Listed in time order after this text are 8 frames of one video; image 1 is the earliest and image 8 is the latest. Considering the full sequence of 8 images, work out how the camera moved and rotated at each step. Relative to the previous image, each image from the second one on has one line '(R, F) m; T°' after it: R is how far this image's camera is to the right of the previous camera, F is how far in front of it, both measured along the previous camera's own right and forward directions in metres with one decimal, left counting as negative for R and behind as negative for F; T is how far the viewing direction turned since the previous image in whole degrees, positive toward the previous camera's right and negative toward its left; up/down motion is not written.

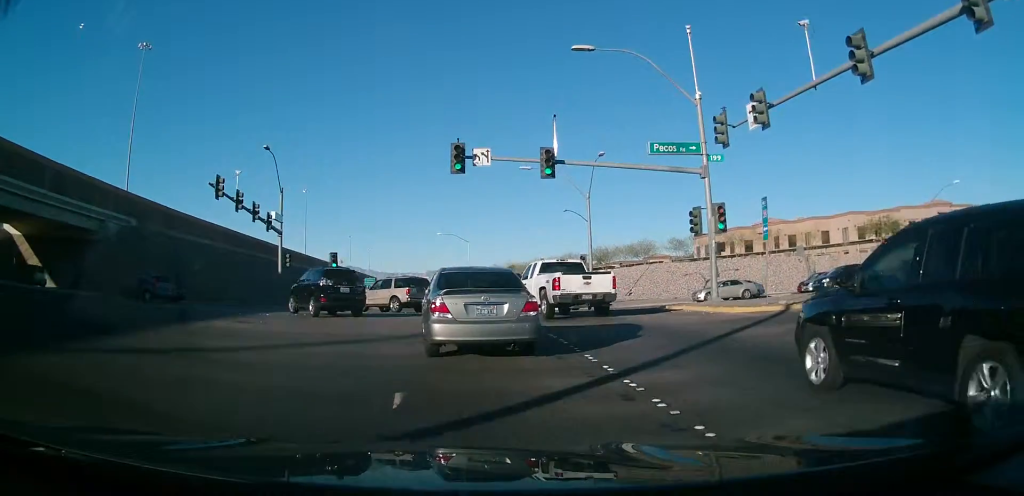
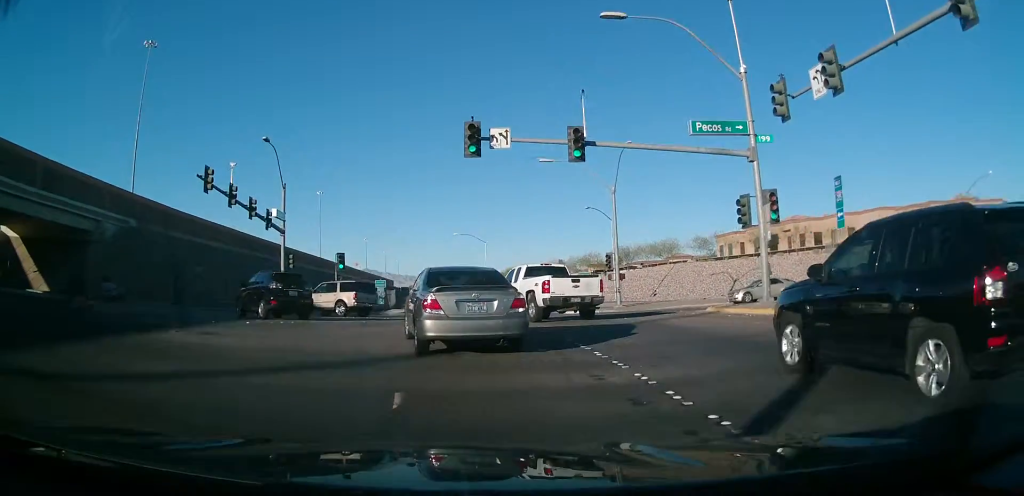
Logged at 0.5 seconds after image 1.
(0.0, +3.6) m; -1°
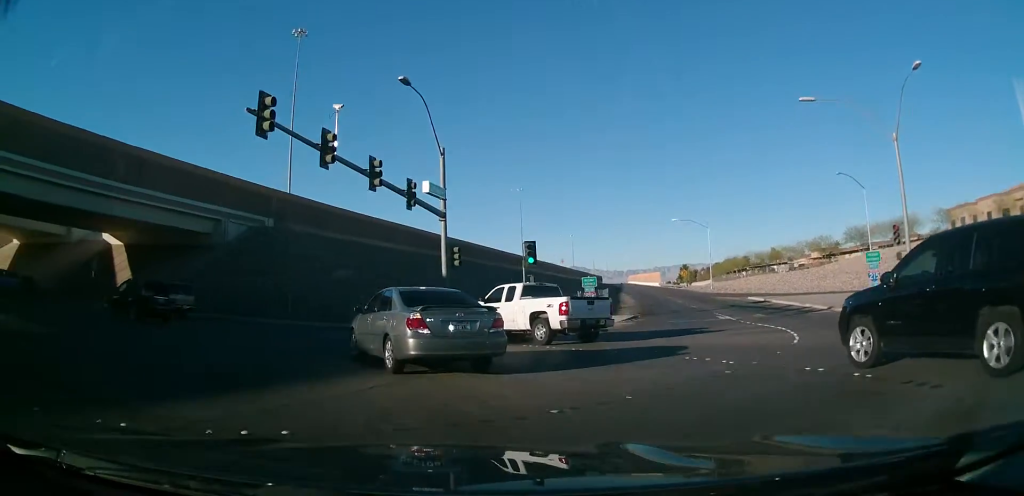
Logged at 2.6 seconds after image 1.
(-1.2, +14.0) m; -14°
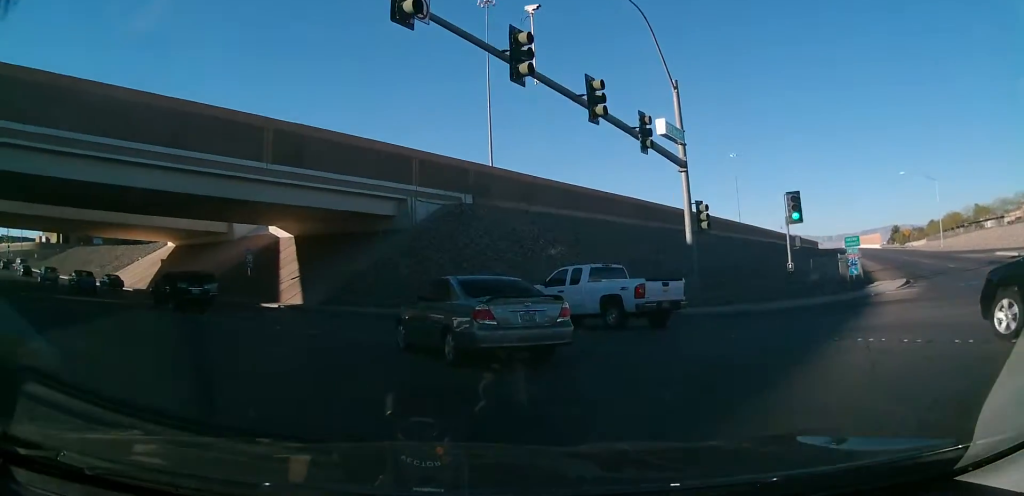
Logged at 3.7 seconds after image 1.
(-0.9, +7.3) m; -18°
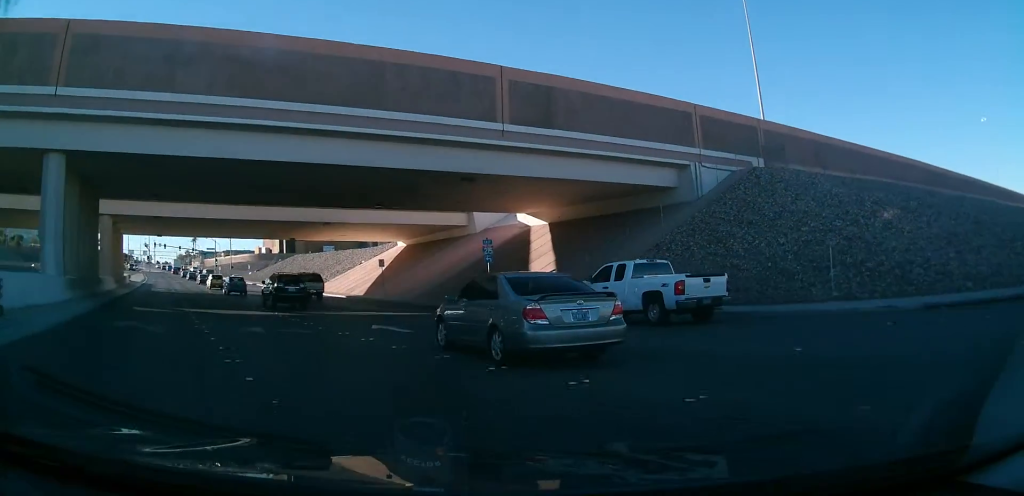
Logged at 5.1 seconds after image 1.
(-2.1, +9.9) m; -27°
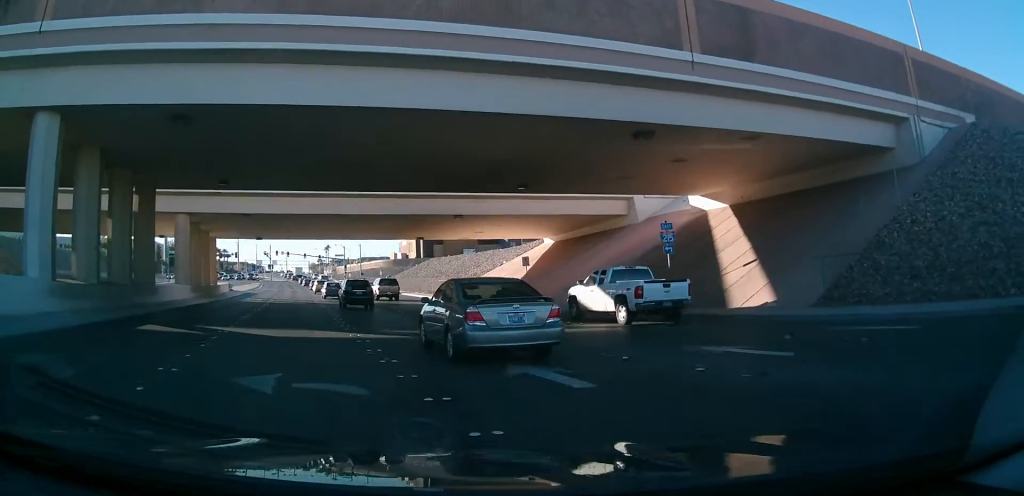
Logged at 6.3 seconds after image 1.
(-1.9, +8.9) m; -15°
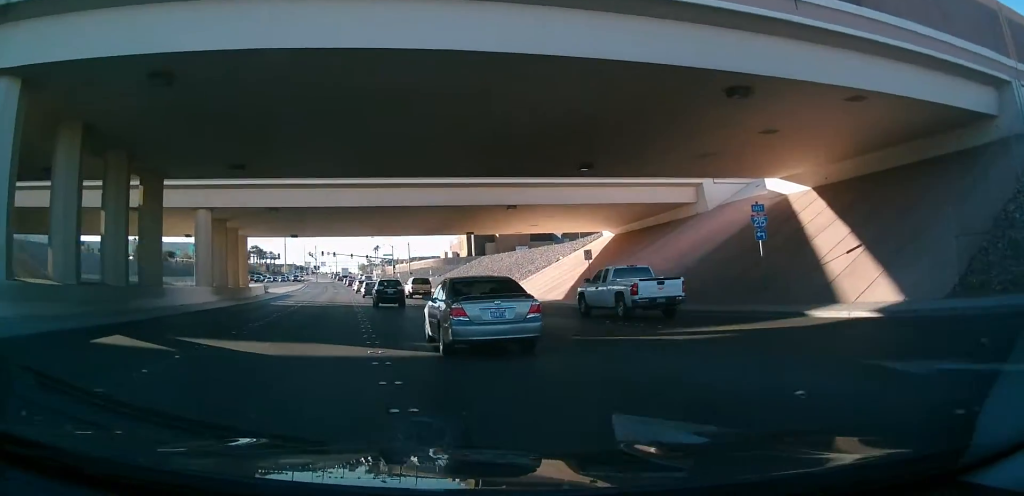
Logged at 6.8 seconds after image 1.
(+0.1, +4.1) m; -5°
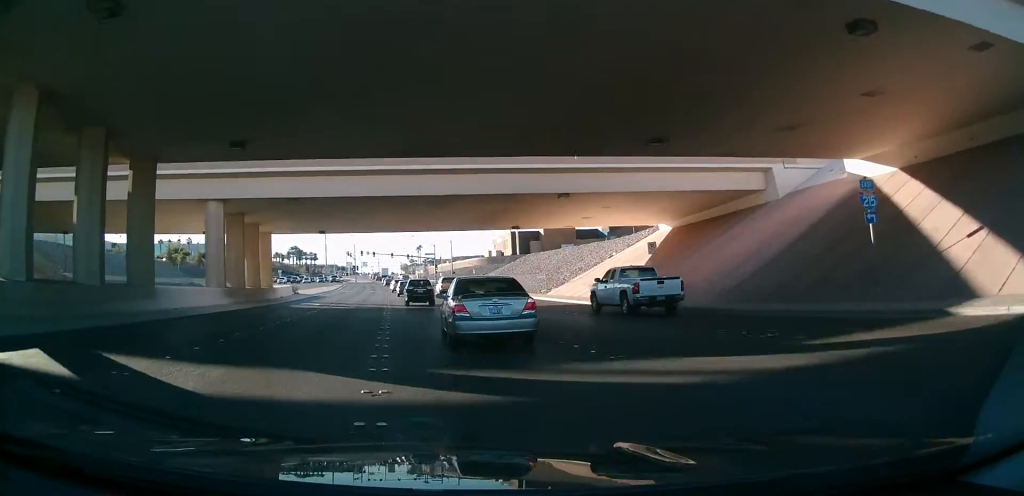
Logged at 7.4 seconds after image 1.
(-0.1, +4.2) m; -5°
